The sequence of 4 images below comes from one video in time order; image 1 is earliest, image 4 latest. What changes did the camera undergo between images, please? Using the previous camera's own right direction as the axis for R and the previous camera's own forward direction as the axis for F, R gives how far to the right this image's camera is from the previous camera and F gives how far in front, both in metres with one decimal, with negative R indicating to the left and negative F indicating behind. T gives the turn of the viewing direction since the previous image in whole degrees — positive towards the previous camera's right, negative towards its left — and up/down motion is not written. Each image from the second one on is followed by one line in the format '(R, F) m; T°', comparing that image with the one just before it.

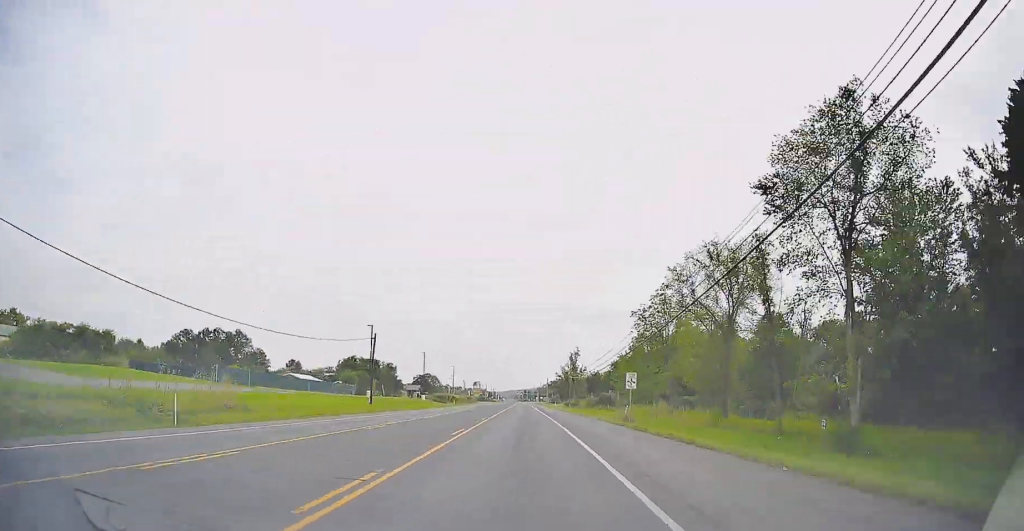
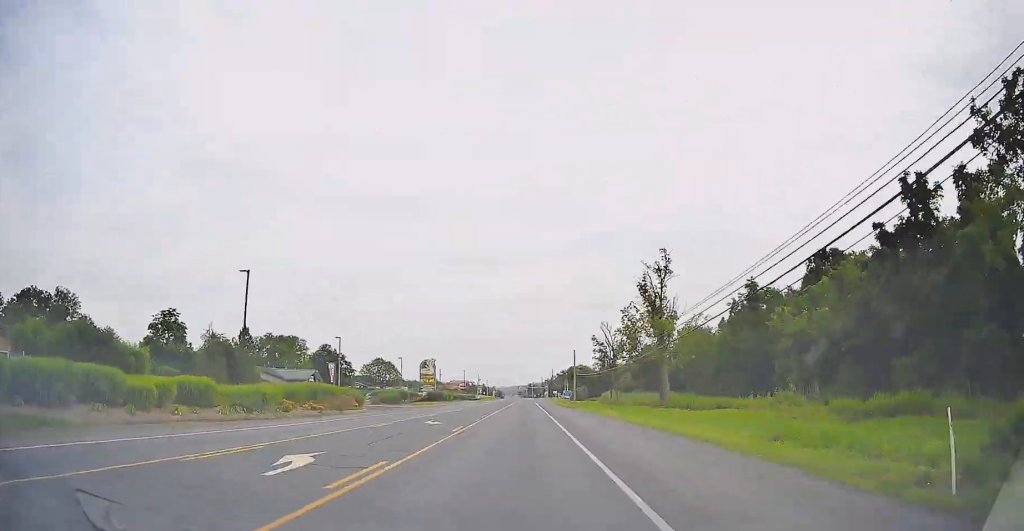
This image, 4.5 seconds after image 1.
(-0.8, +106.9) m; -1°
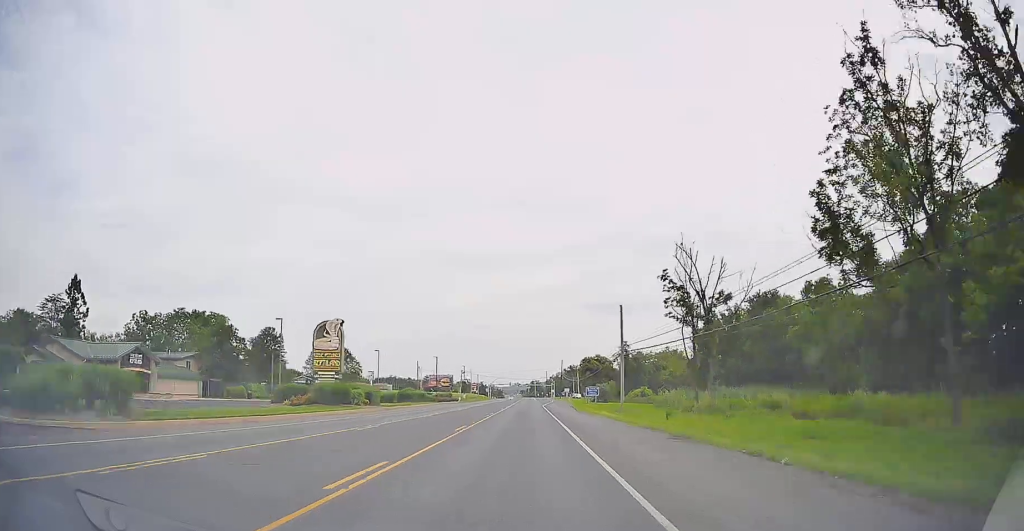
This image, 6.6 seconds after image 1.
(-0.6, +50.3) m; 0°
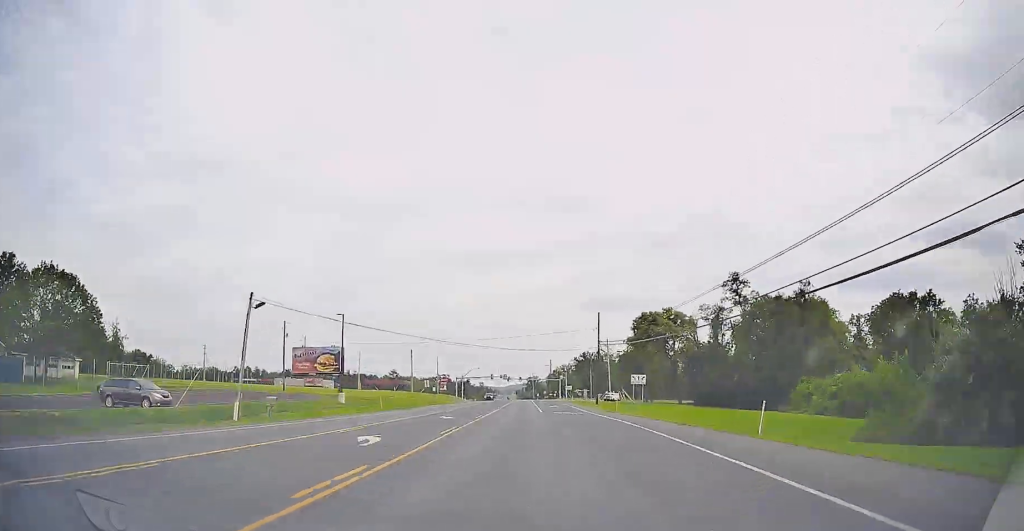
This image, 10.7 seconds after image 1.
(+0.7, +99.0) m; 0°
